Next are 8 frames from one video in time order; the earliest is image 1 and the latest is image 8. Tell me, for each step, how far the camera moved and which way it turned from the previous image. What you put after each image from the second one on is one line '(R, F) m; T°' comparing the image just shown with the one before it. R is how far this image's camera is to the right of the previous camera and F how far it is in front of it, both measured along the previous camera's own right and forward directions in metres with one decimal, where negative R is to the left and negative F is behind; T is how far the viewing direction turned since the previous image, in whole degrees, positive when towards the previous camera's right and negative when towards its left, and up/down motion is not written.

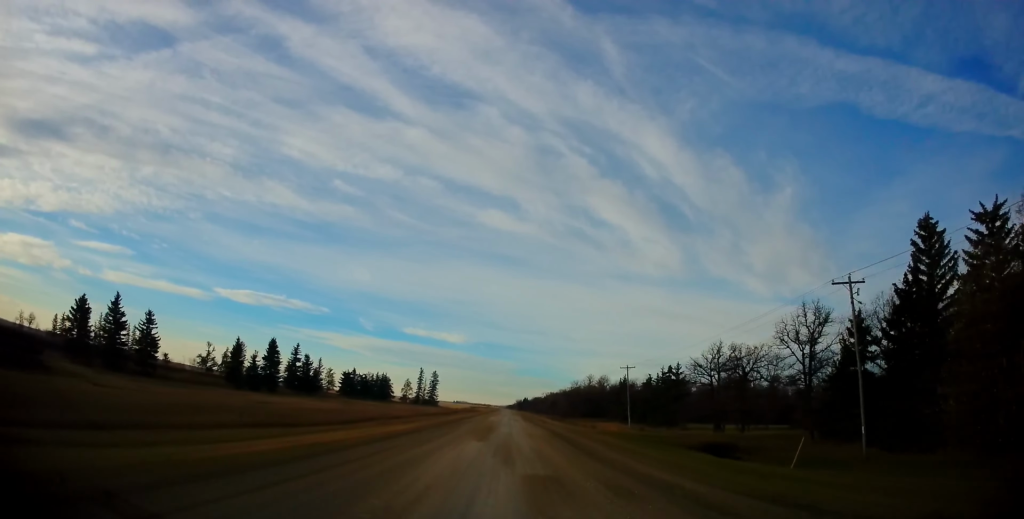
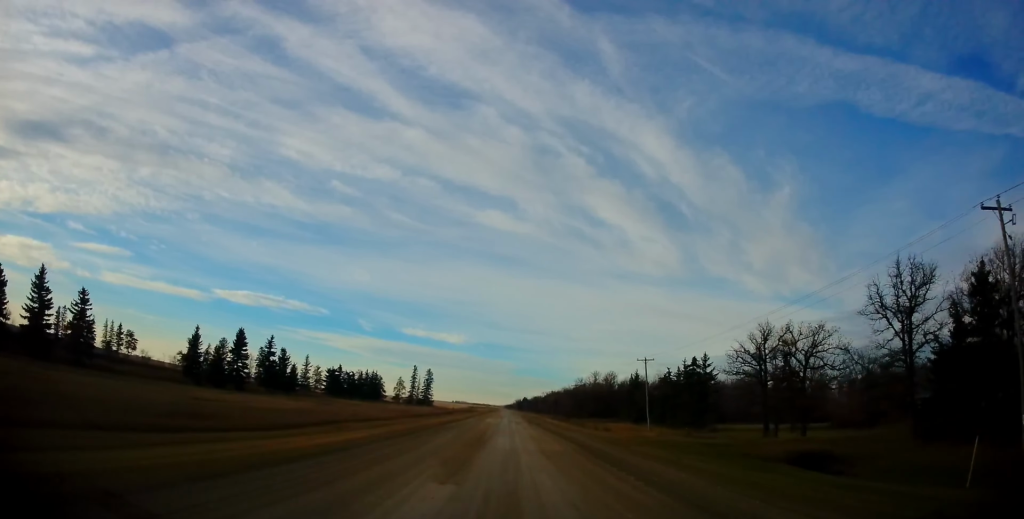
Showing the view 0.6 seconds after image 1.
(0.0, +12.7) m; +1°
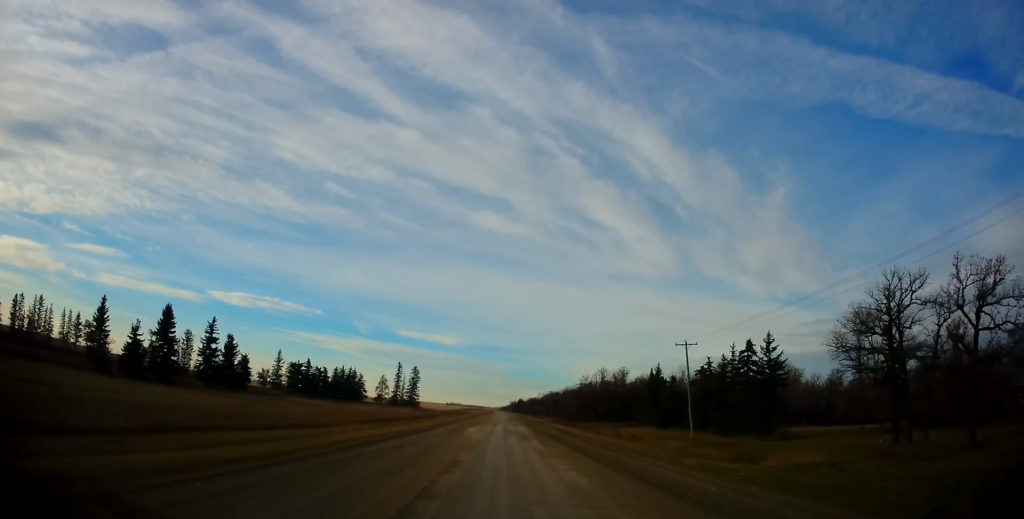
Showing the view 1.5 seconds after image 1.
(+0.2, +22.6) m; -1°
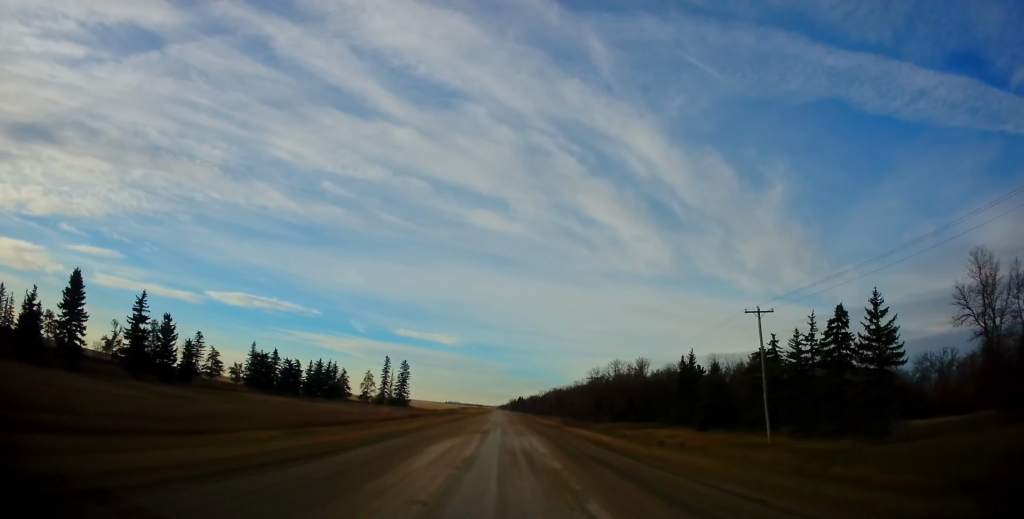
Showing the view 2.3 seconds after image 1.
(-0.5, +20.1) m; -1°
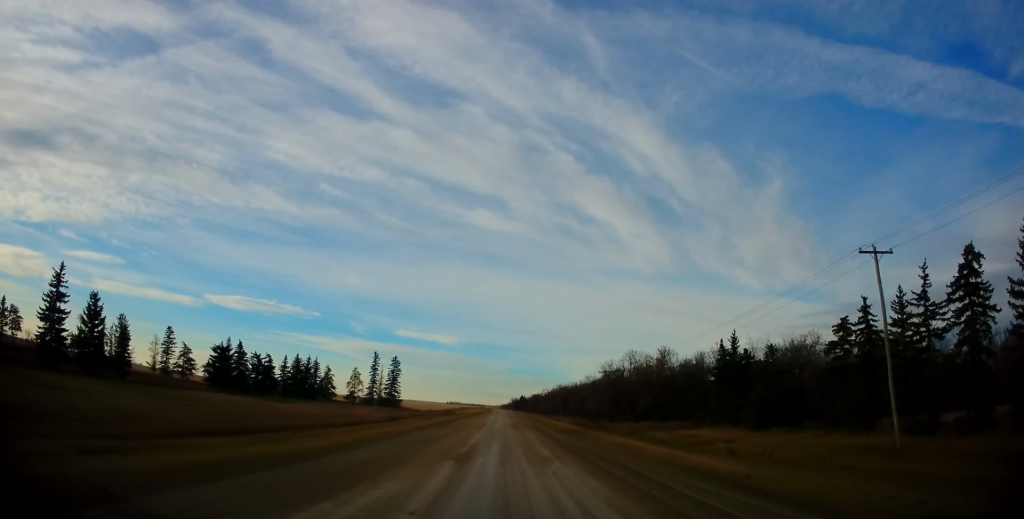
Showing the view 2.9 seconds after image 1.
(-0.2, +16.0) m; 0°
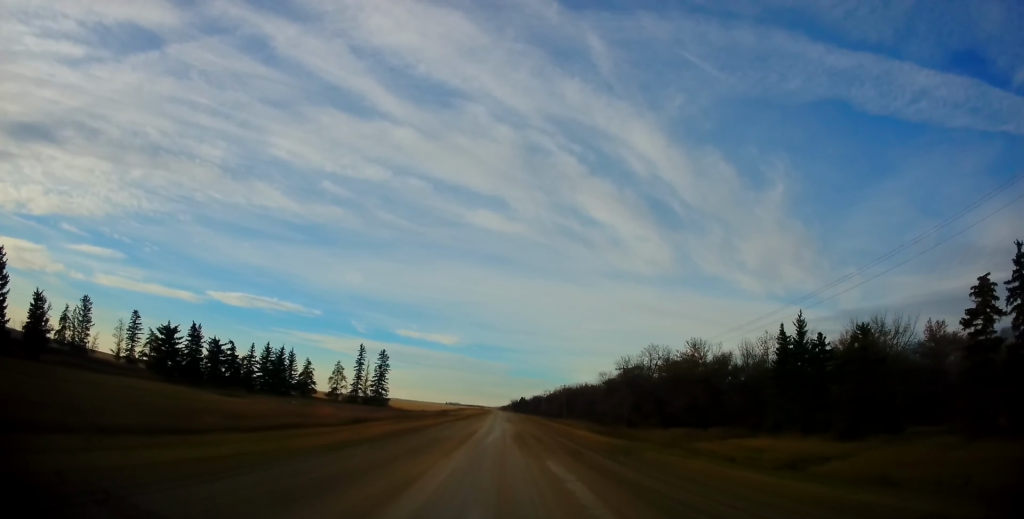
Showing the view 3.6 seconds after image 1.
(-0.1, +15.1) m; 0°
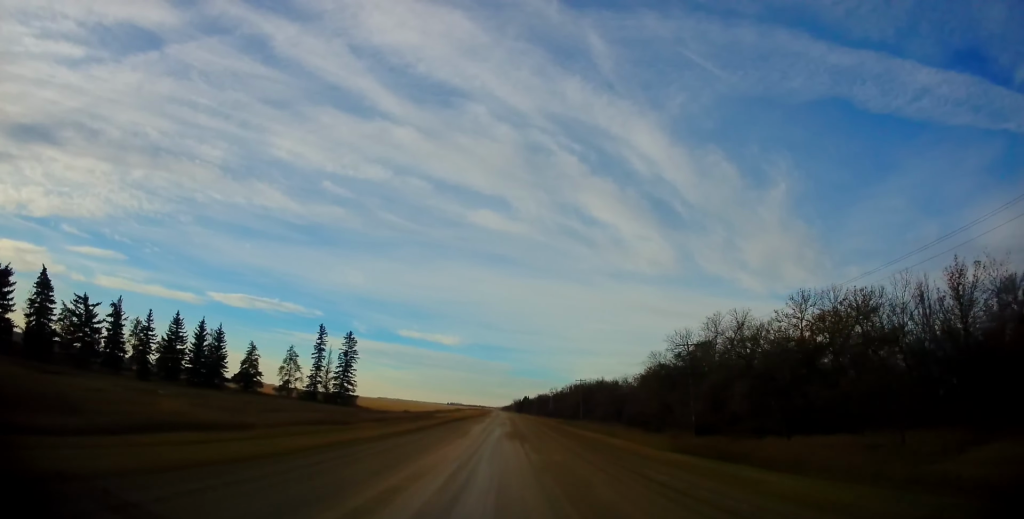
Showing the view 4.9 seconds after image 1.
(+0.6, +30.5) m; +1°
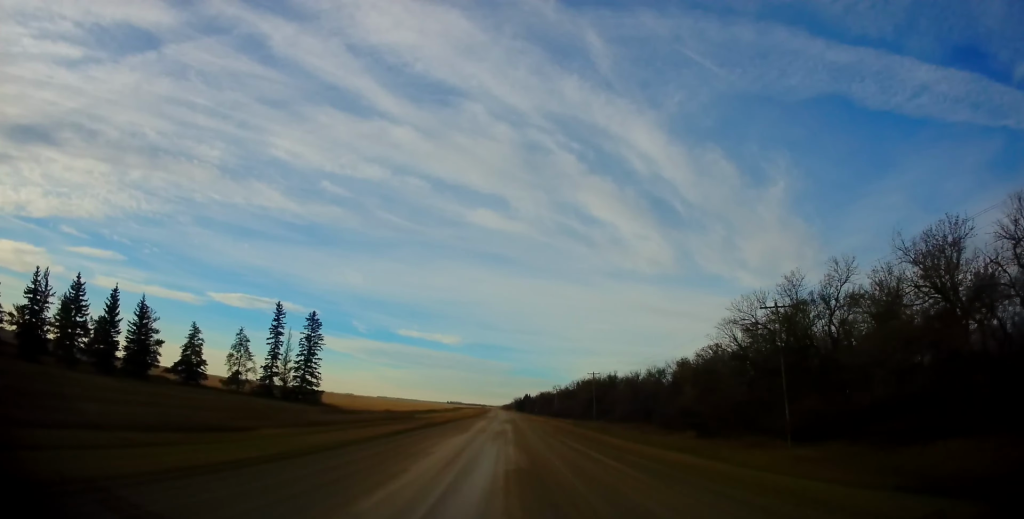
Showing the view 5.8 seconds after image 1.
(+0.1, +19.7) m; 0°
